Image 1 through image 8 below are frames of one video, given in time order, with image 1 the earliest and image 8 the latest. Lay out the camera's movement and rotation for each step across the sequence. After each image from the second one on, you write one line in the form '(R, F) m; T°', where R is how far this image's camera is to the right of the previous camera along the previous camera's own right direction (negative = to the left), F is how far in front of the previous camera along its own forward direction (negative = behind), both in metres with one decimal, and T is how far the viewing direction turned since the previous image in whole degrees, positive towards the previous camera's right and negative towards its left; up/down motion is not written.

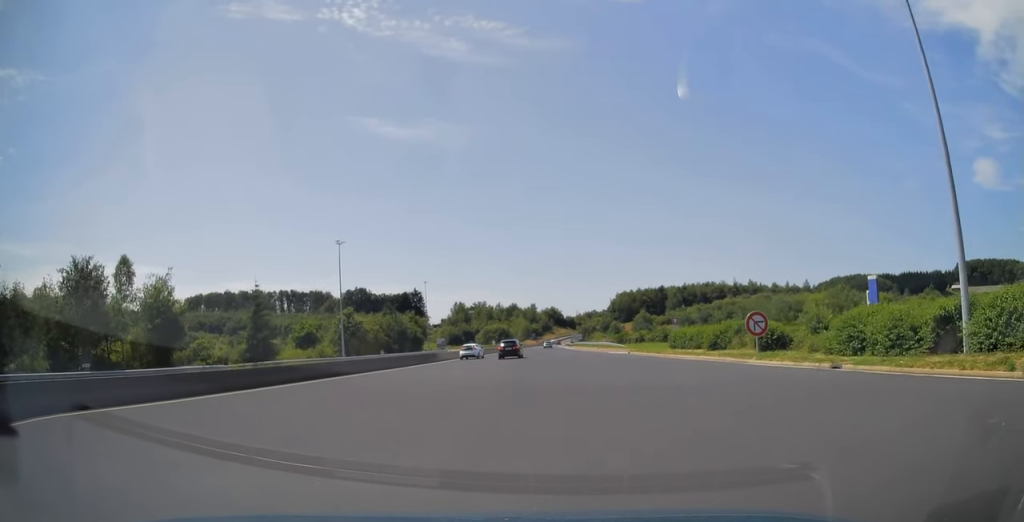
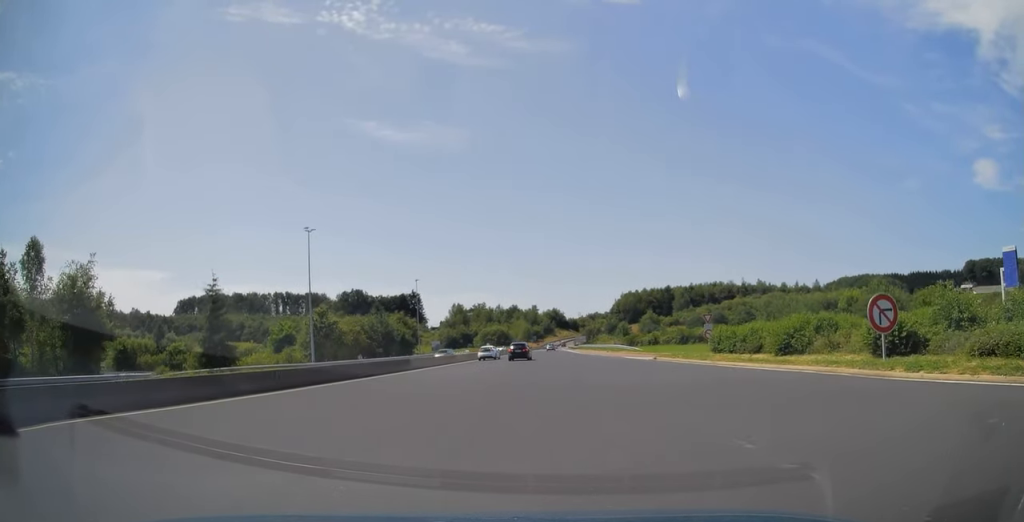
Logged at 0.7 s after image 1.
(+0.1, +12.1) m; 0°
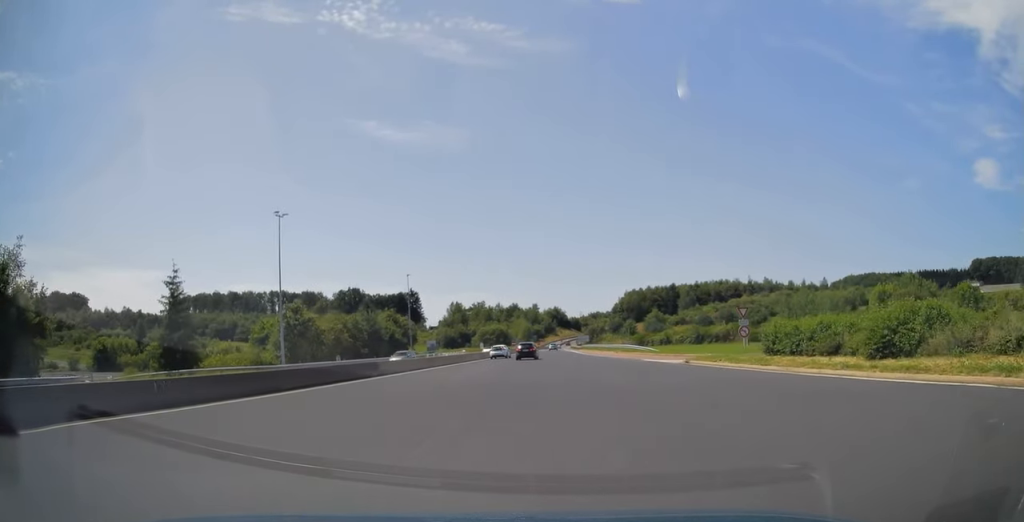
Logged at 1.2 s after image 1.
(+0.1, +8.8) m; 0°
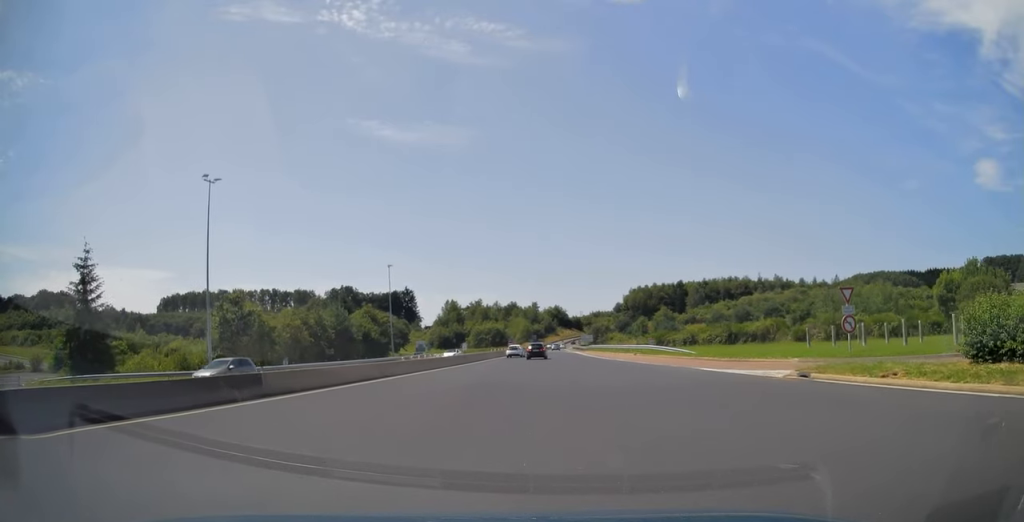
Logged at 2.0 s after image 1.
(-0.1, +14.8) m; 0°
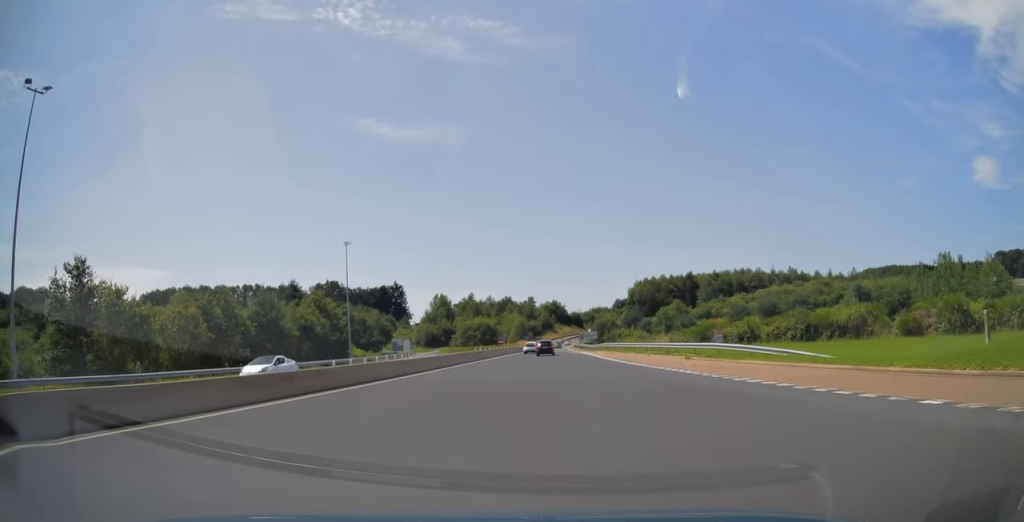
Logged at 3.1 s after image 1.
(-0.1, +22.0) m; 0°
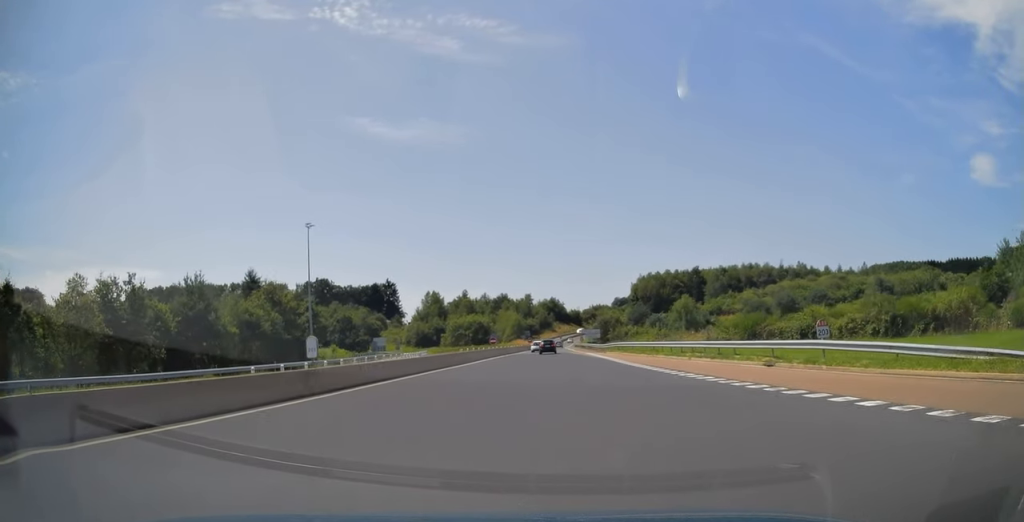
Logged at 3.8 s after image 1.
(+0.1, +13.3) m; 0°
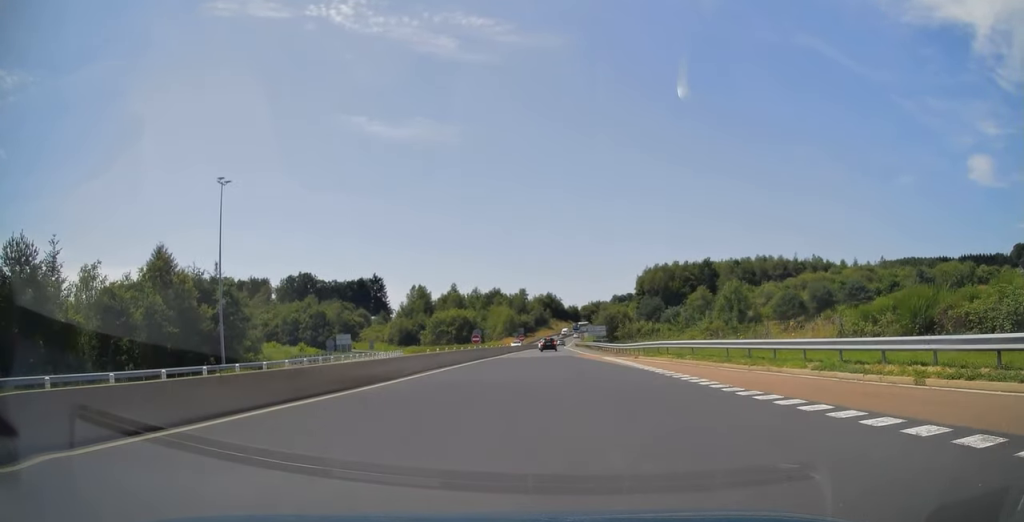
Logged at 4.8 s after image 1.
(+0.1, +20.1) m; +1°
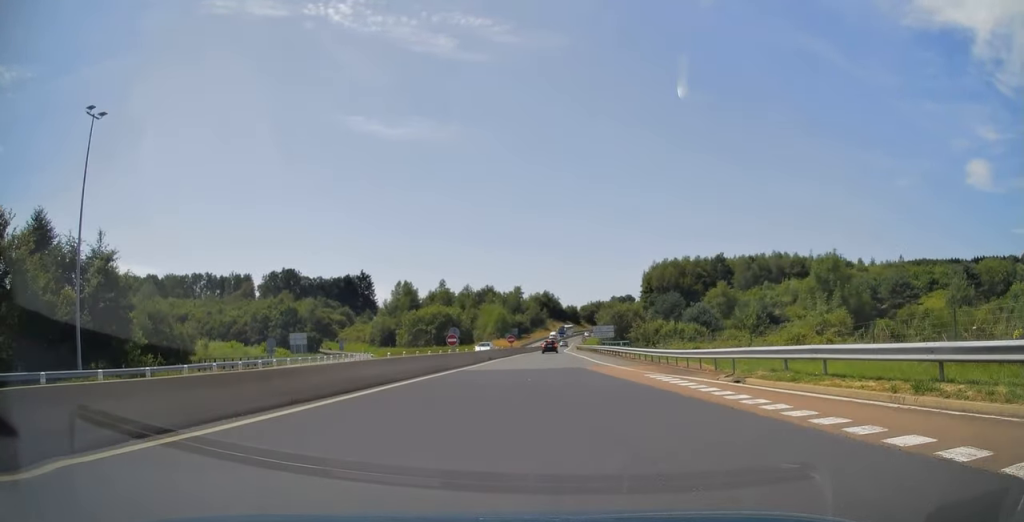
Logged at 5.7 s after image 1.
(+0.1, +18.4) m; 0°
